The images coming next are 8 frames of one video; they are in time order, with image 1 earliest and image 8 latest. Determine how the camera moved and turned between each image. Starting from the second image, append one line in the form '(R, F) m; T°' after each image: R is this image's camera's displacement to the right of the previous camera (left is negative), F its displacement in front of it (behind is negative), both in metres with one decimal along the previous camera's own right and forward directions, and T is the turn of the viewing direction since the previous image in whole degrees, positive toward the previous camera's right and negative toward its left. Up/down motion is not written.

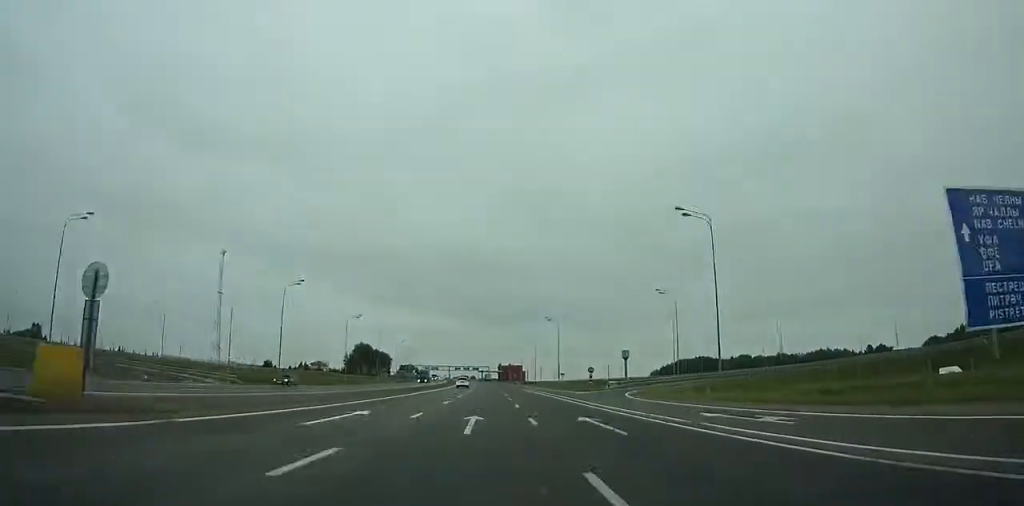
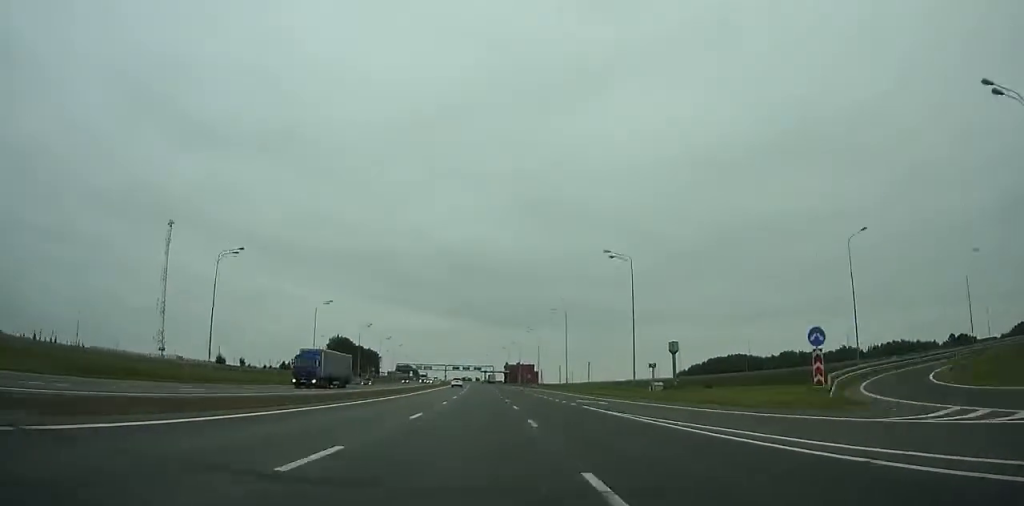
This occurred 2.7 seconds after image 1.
(-0.9, +59.7) m; -1°
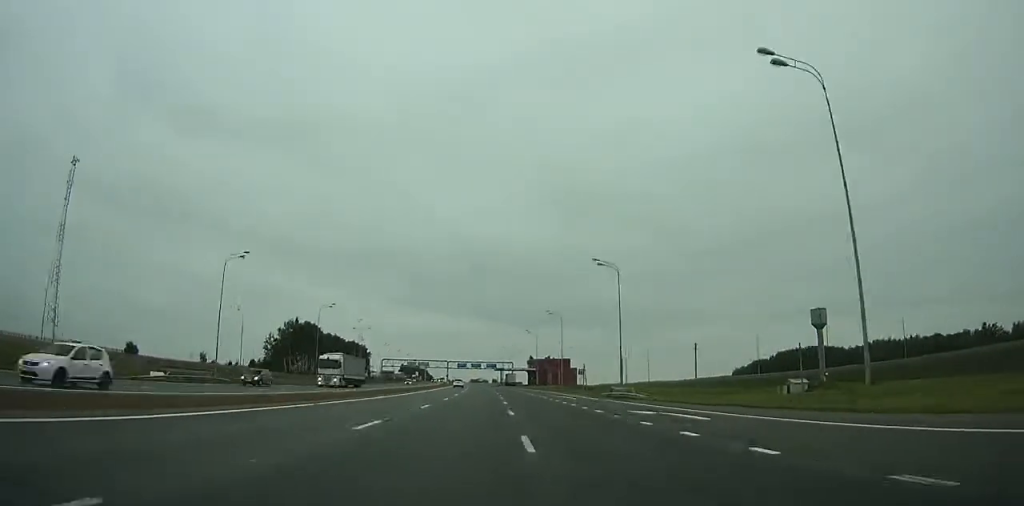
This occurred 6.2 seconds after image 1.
(-0.5, +77.6) m; -1°
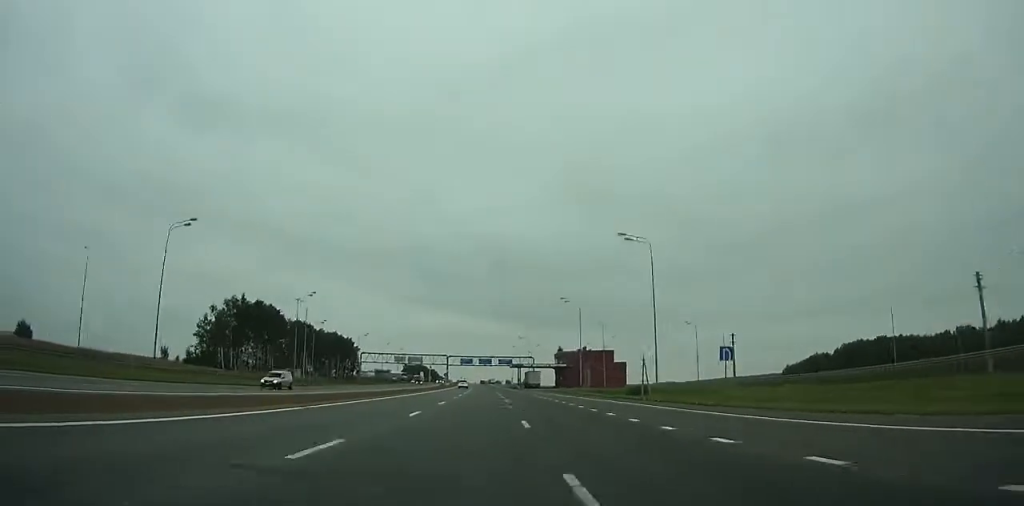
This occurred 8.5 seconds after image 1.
(-0.7, +52.1) m; -1°
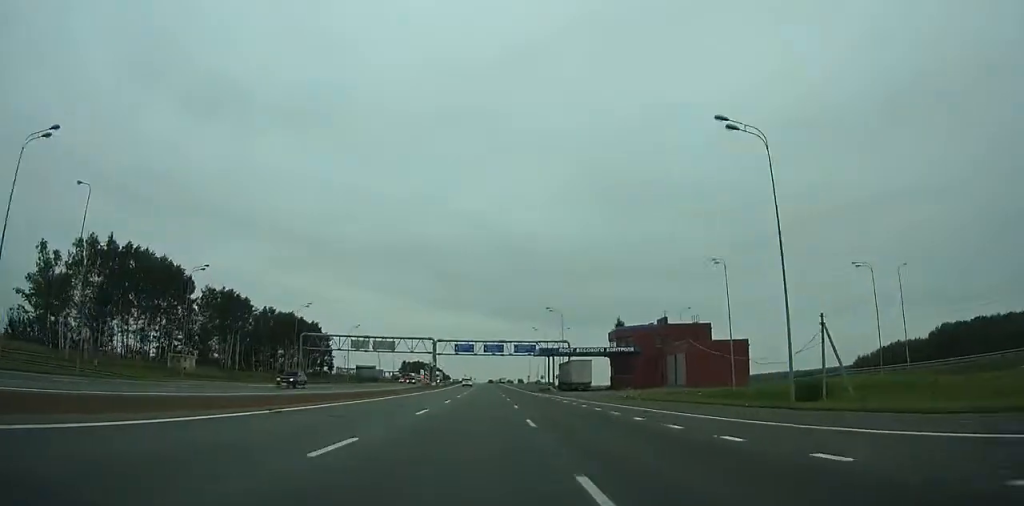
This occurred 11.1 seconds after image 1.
(-0.8, +59.8) m; -1°
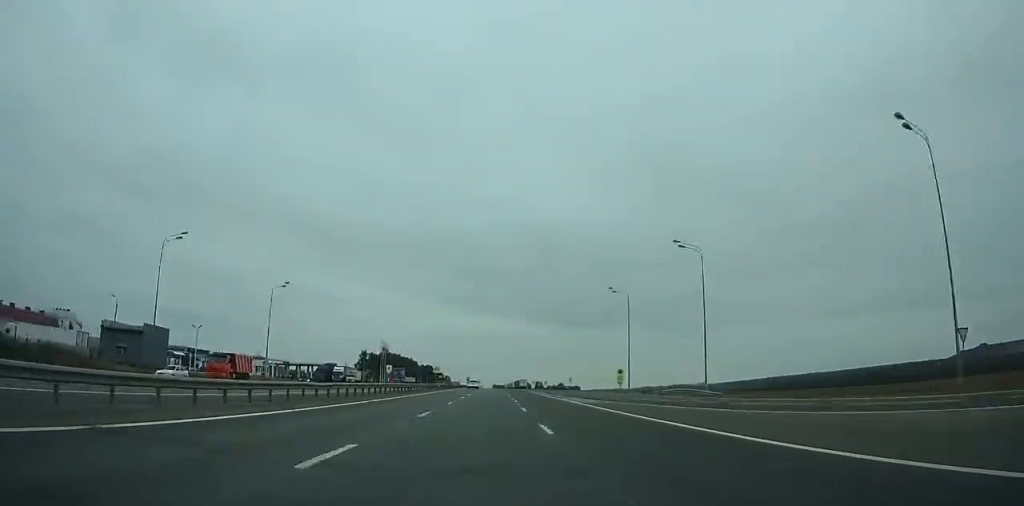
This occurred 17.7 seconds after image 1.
(-3.1, +156.8) m; -1°
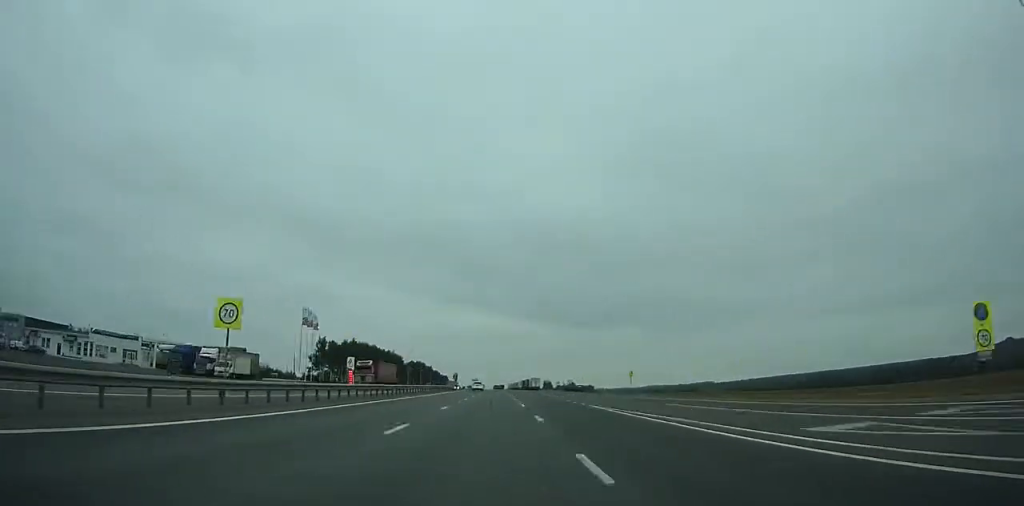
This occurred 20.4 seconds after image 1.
(+0.1, +65.8) m; 0°
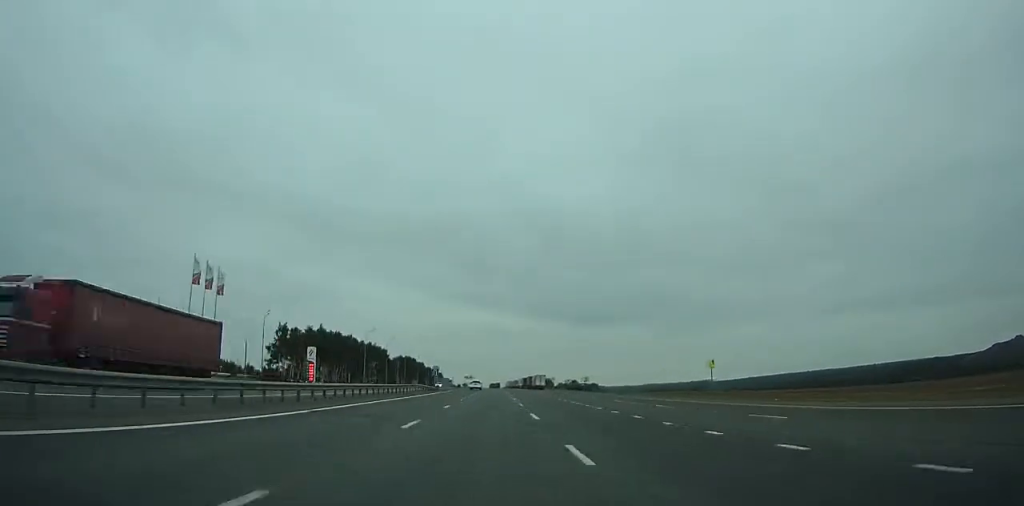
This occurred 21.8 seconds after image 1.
(+0.1, +34.3) m; 0°
